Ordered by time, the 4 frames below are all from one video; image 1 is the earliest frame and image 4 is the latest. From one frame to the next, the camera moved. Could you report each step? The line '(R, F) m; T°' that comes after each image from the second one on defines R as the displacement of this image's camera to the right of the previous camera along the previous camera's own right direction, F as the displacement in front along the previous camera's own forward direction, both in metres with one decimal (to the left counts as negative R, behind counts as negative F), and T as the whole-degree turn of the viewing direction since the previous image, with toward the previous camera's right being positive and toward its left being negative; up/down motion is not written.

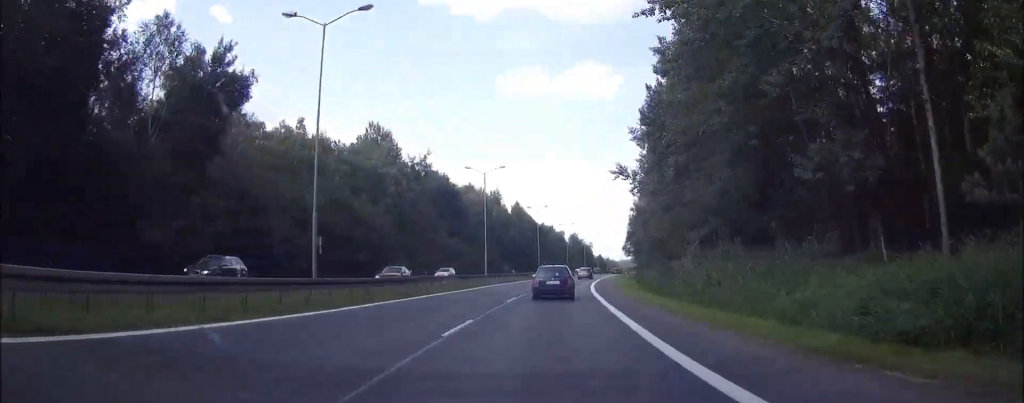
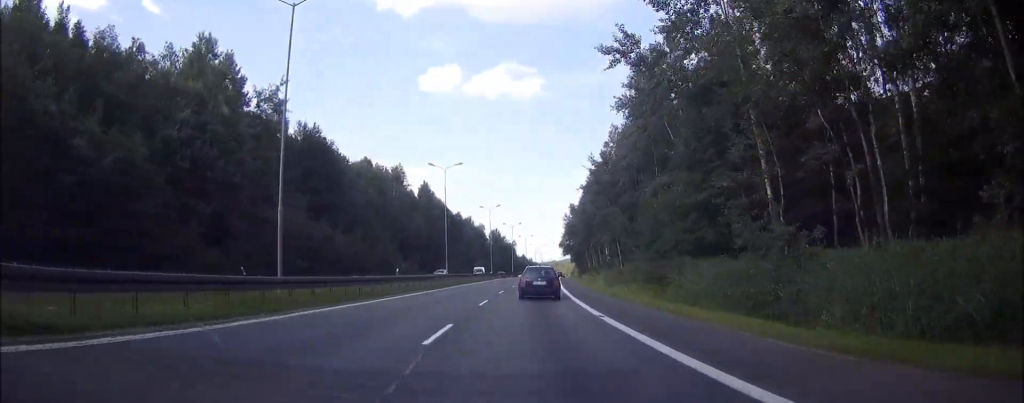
(+2.4, +42.6) m; +6°
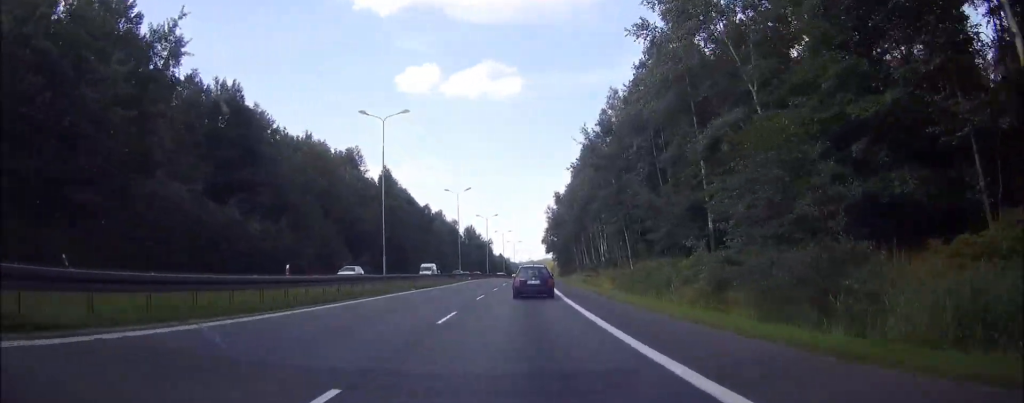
(+0.1, +21.3) m; 0°
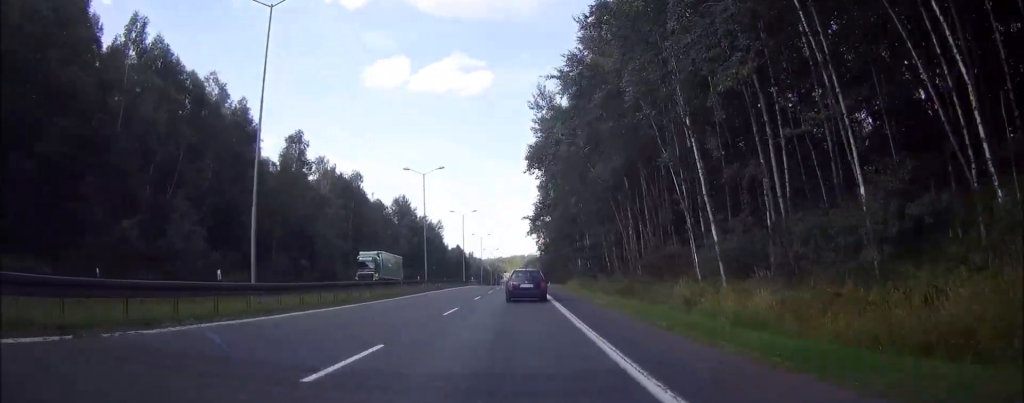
(+2.7, +97.7) m; +3°
